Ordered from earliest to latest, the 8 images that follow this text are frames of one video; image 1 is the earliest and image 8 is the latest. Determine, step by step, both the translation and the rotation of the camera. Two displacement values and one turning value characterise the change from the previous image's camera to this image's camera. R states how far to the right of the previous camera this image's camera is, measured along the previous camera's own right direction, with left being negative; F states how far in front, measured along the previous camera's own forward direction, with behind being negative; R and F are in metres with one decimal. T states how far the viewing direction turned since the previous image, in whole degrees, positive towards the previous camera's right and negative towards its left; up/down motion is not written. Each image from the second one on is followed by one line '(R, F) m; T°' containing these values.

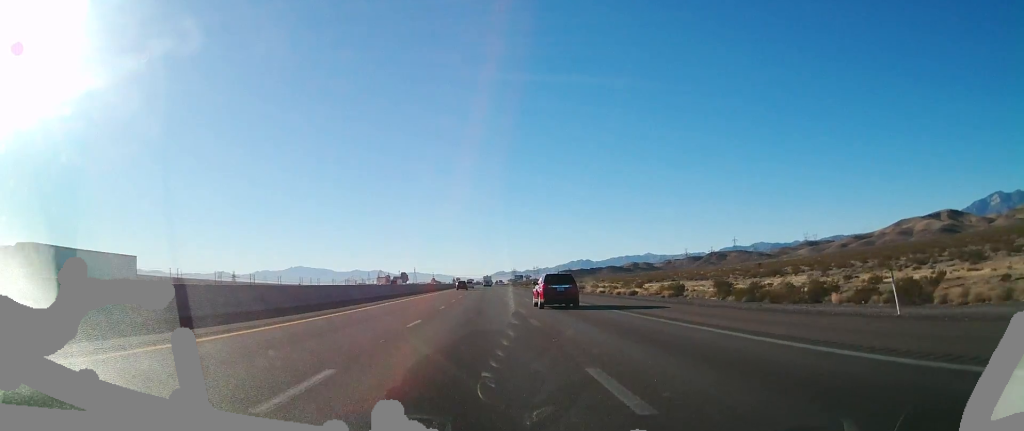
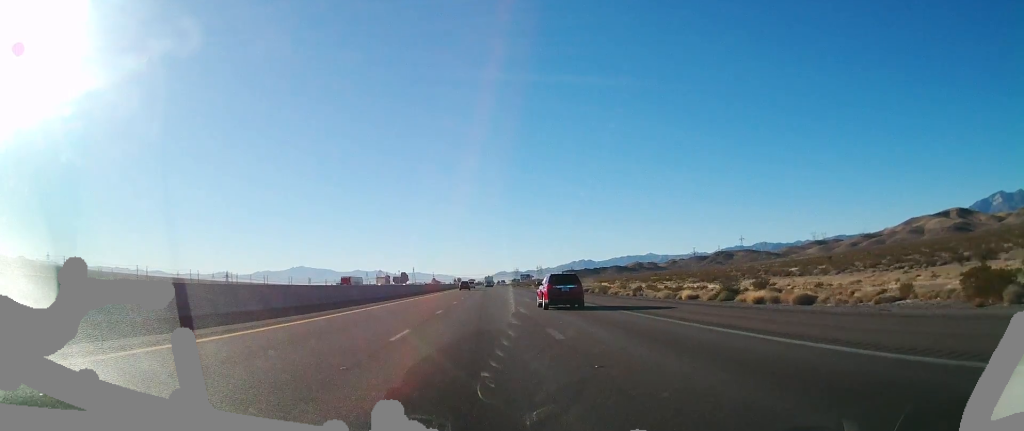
(+0.4, +41.0) m; 0°
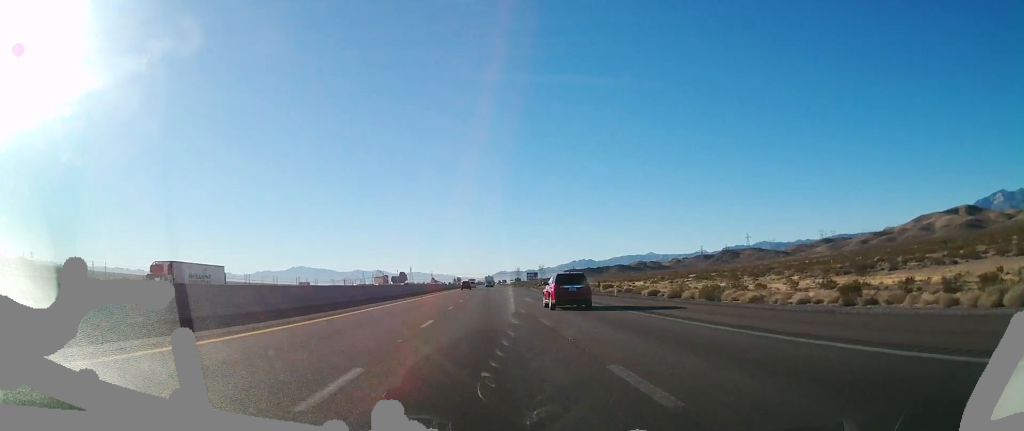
(-0.7, +44.3) m; -1°
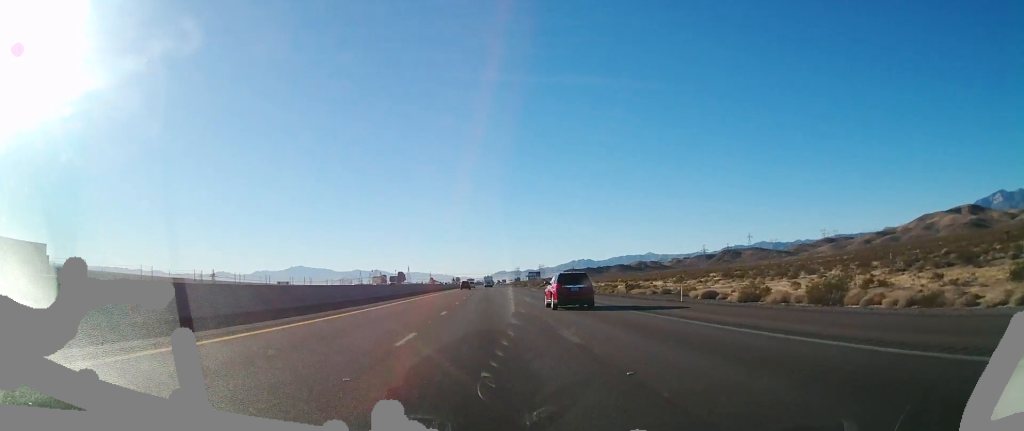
(-0.1, +17.7) m; 0°
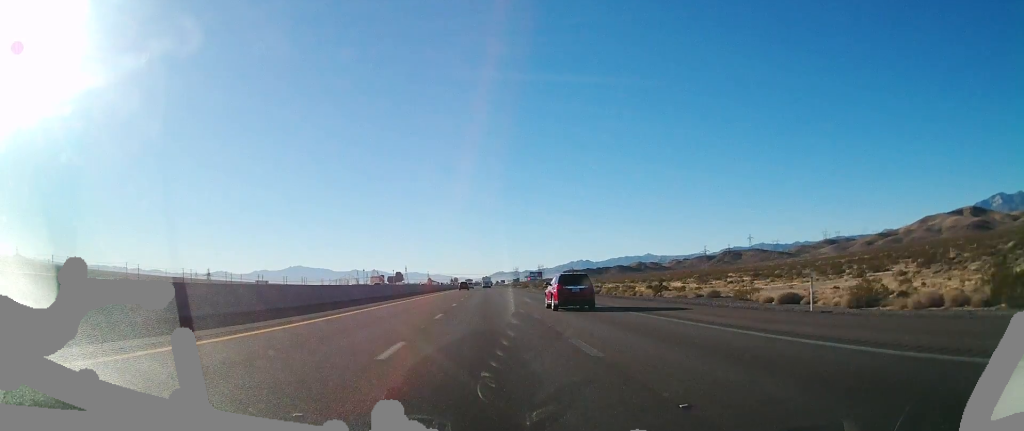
(0.0, +14.4) m; 0°
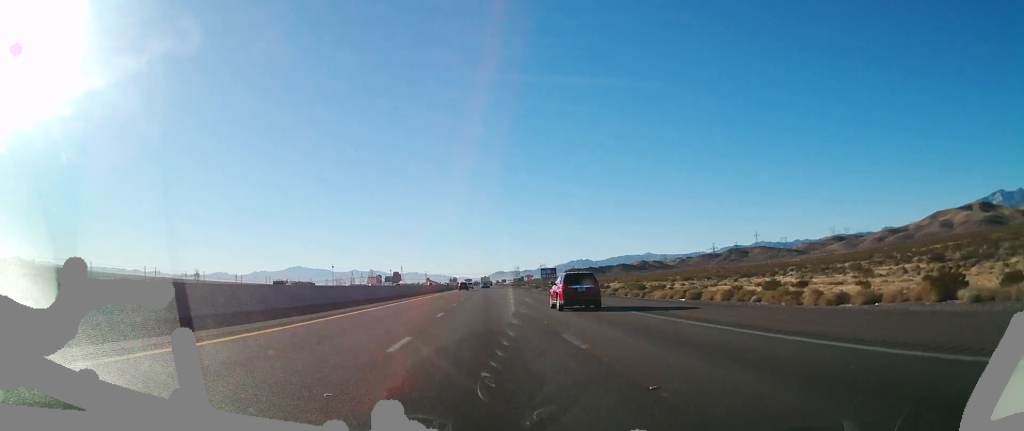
(+0.3, +47.5) m; 0°
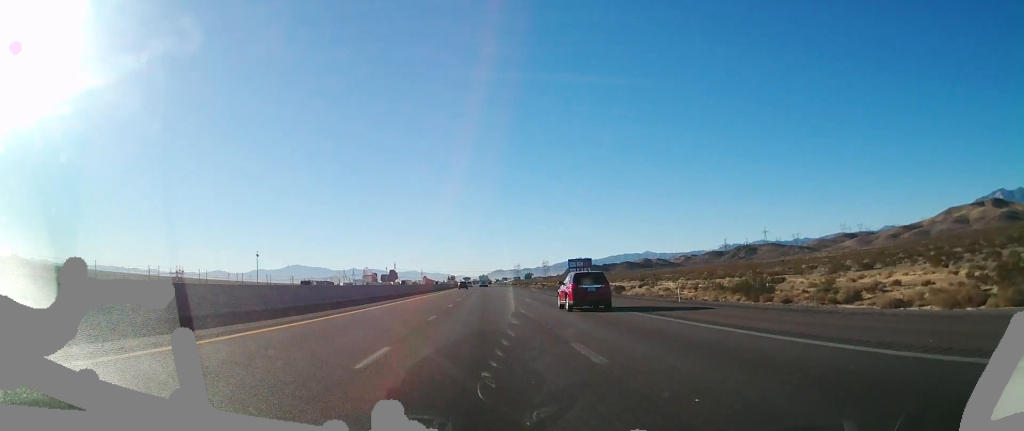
(-0.1, +63.5) m; 0°
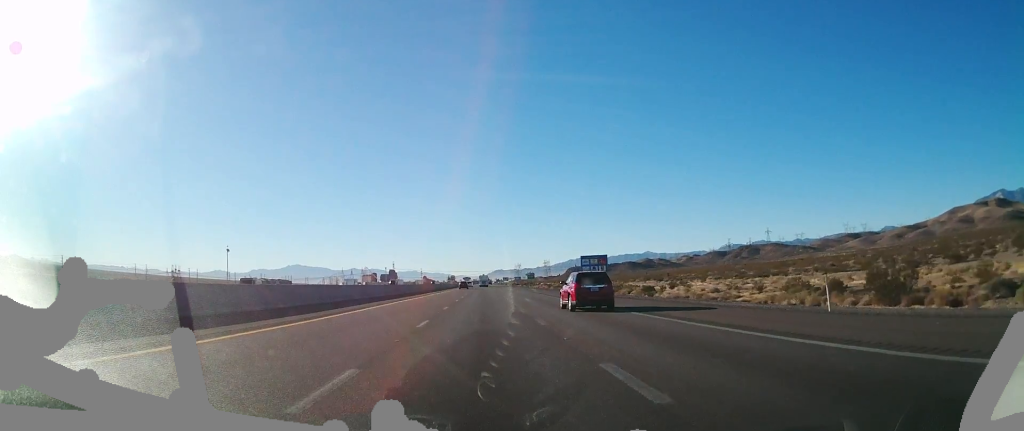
(0.0, +15.6) m; 0°
